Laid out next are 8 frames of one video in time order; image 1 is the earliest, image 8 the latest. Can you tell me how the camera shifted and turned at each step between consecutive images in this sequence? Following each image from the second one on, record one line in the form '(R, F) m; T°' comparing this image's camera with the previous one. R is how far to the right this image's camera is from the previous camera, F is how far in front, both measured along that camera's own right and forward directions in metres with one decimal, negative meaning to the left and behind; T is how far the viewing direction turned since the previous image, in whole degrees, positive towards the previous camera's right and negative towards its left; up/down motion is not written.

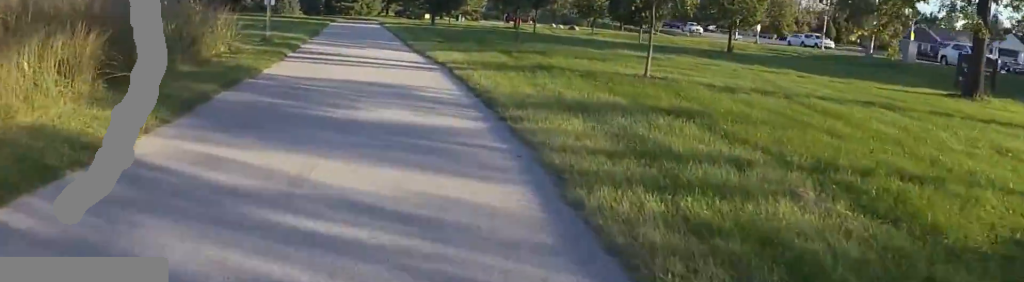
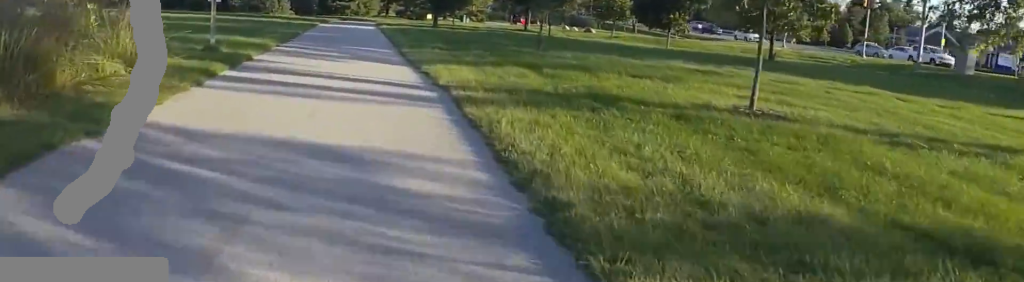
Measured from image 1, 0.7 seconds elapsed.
(-0.8, +4.5) m; -3°
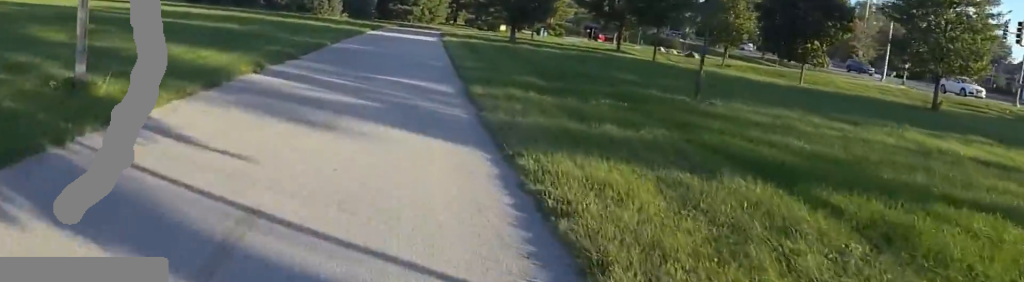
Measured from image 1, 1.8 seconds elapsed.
(+0.2, +7.8) m; -1°
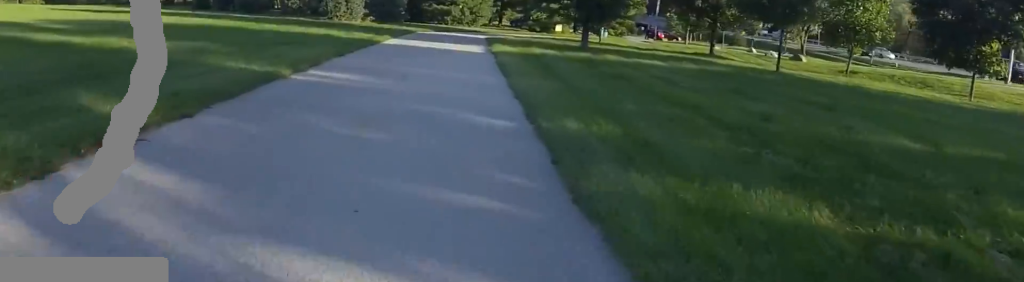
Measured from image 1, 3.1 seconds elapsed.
(-0.9, +8.5) m; -5°
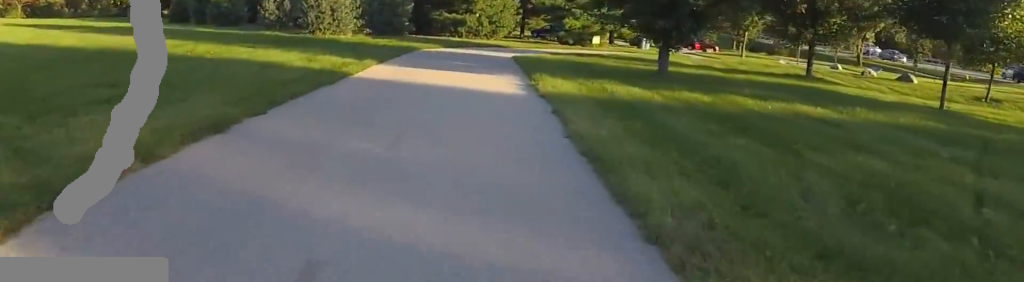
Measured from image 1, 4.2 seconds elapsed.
(+0.7, +7.7) m; +6°
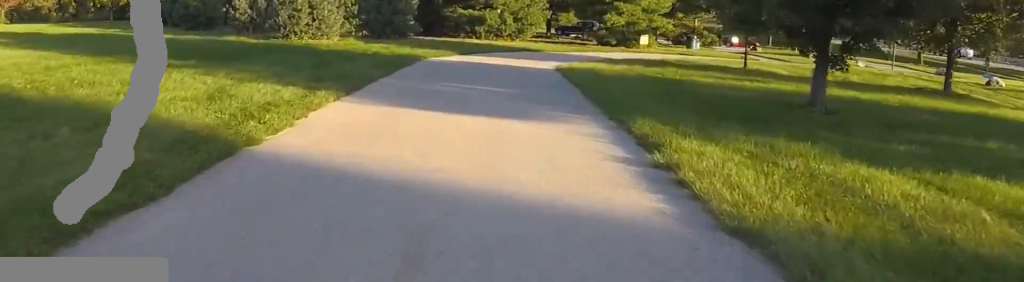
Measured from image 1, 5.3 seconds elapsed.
(0.0, +6.2) m; 0°
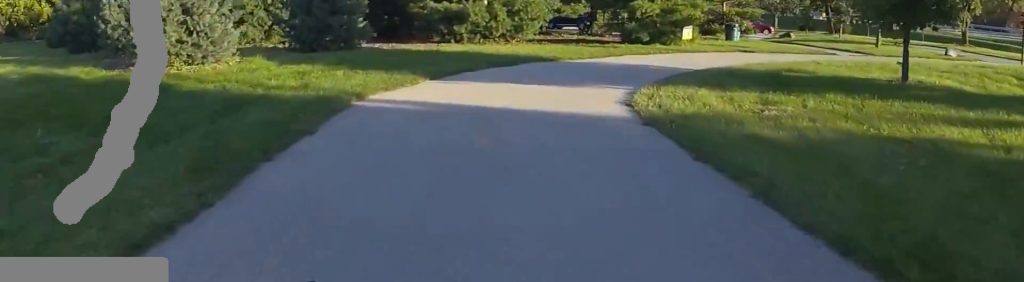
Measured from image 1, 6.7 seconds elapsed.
(+0.1, +8.1) m; +6°
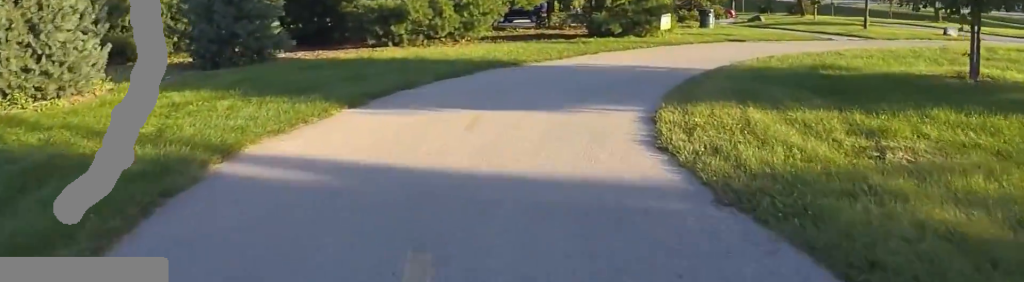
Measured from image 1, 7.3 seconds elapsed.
(0.0, +3.4) m; +6°
